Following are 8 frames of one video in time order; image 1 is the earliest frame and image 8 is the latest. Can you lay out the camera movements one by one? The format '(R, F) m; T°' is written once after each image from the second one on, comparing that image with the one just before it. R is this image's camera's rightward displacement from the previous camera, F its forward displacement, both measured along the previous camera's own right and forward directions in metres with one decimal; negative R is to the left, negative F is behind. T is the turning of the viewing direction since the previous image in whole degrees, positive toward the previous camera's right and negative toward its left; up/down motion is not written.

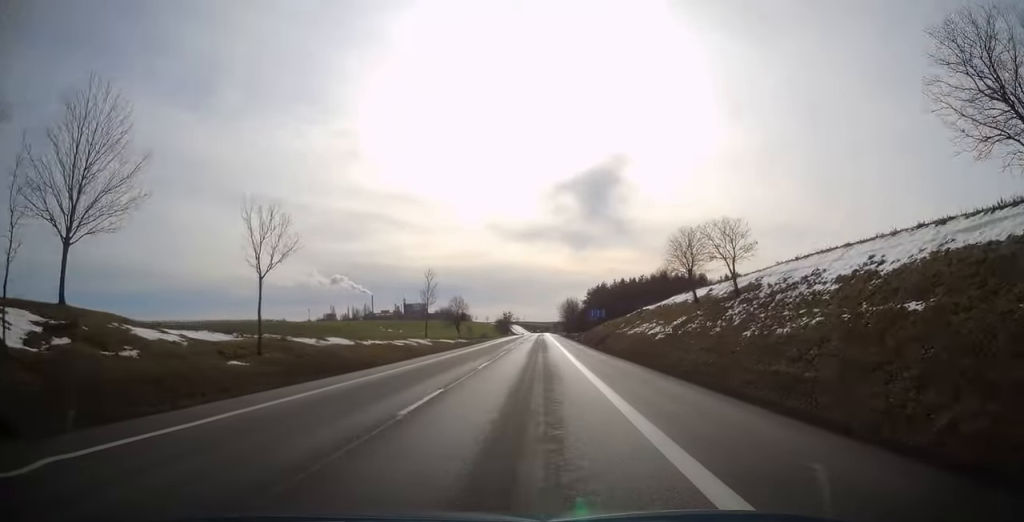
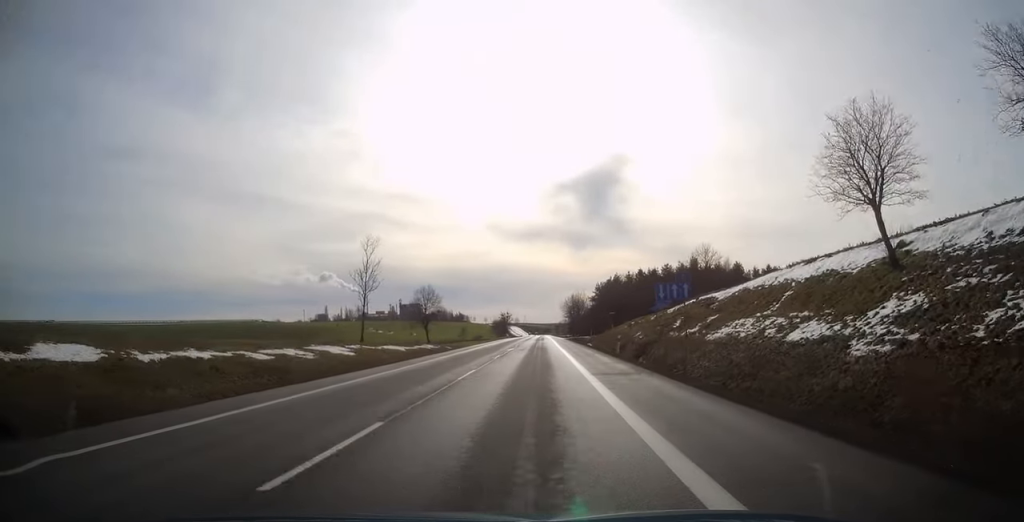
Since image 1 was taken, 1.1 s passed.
(0.0, +29.5) m; 0°
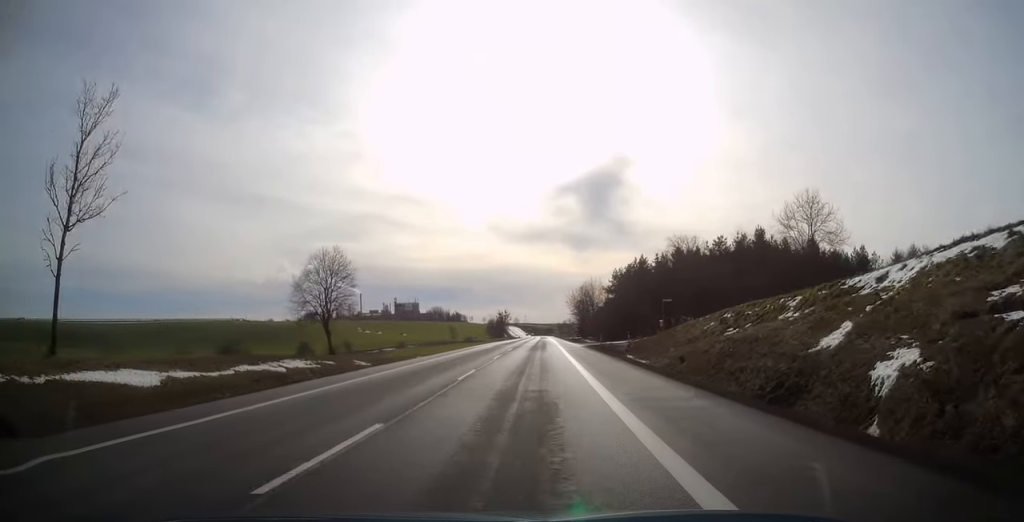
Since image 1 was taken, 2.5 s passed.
(0.0, +37.1) m; 0°
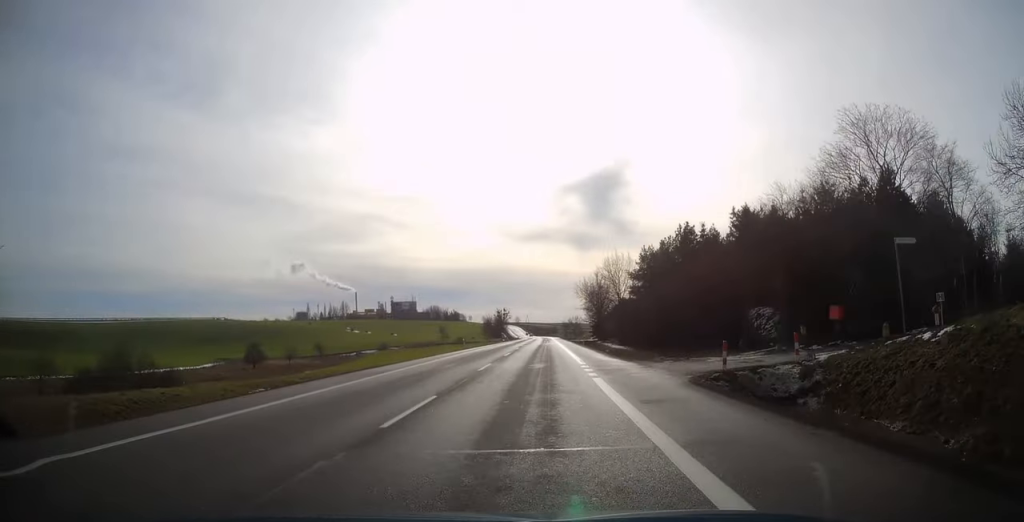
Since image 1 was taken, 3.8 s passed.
(-0.1, +33.2) m; 0°
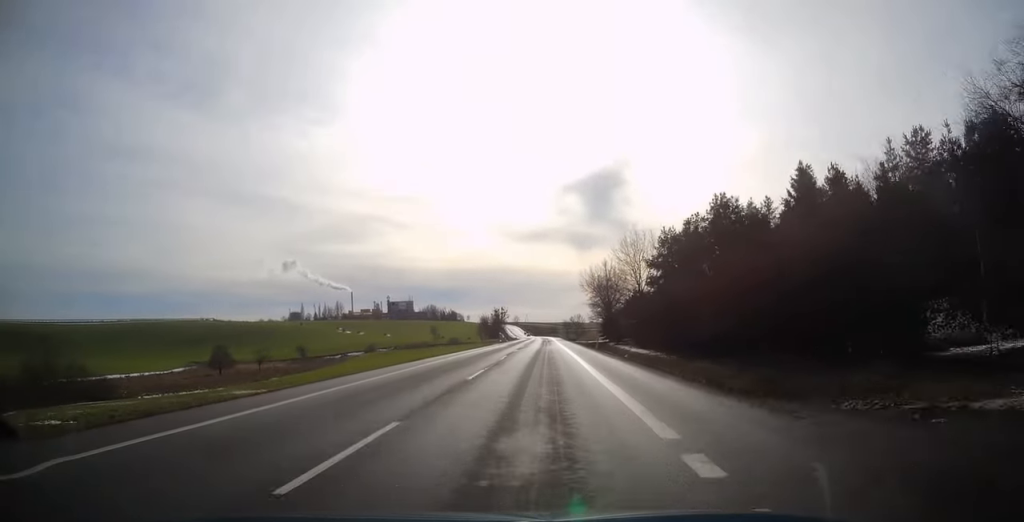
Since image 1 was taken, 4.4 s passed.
(+0.1, +15.9) m; 0°
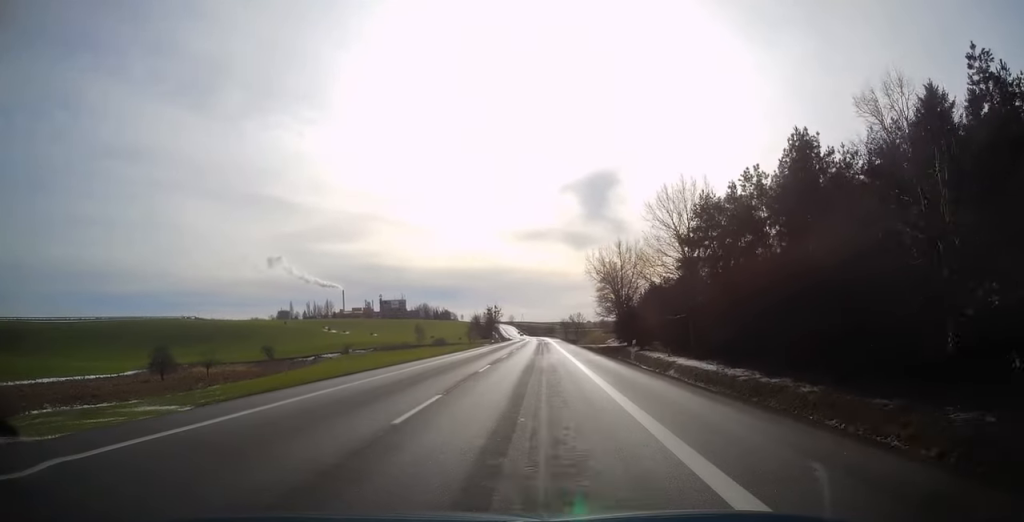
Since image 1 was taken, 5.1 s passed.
(0.0, +20.3) m; 0°
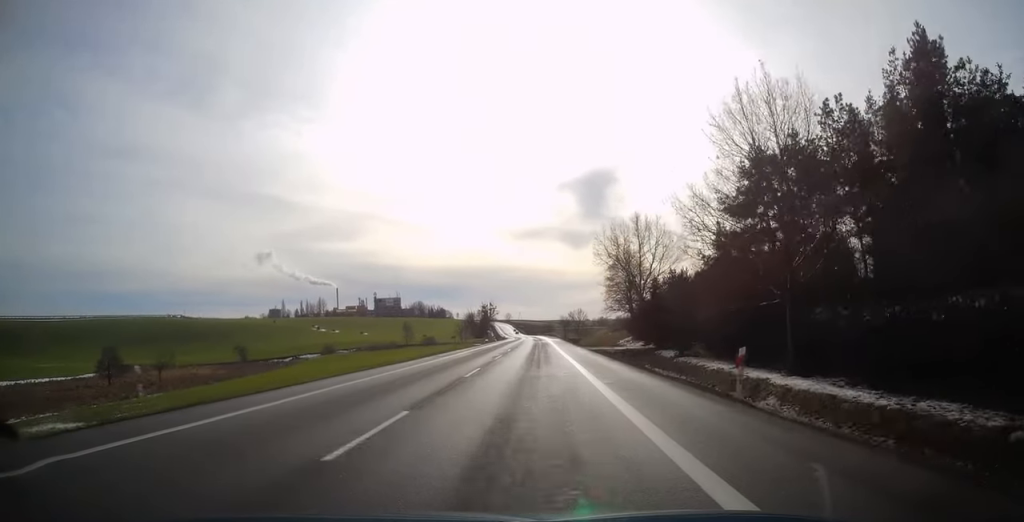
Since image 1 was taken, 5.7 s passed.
(0.0, +15.0) m; 0°
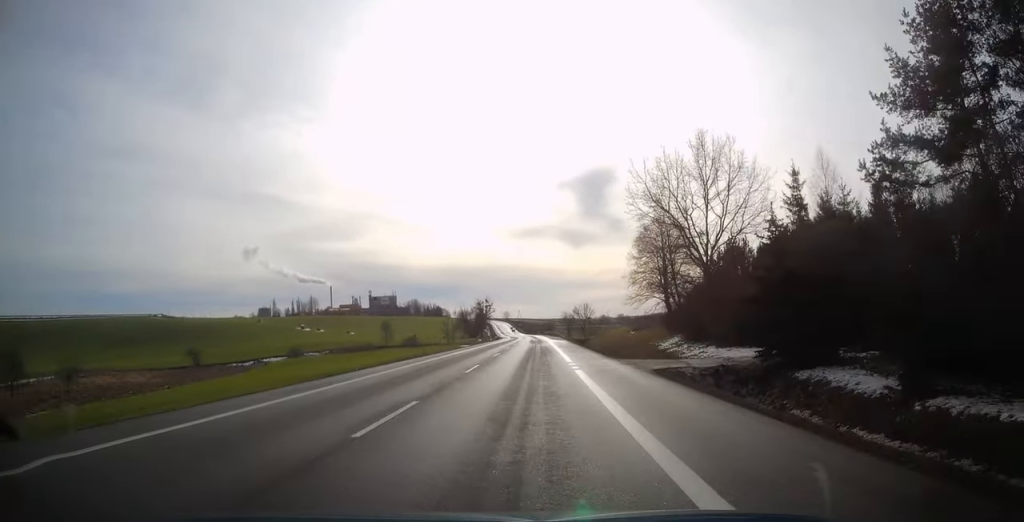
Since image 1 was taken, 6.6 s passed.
(+0.1, +23.0) m; 0°
